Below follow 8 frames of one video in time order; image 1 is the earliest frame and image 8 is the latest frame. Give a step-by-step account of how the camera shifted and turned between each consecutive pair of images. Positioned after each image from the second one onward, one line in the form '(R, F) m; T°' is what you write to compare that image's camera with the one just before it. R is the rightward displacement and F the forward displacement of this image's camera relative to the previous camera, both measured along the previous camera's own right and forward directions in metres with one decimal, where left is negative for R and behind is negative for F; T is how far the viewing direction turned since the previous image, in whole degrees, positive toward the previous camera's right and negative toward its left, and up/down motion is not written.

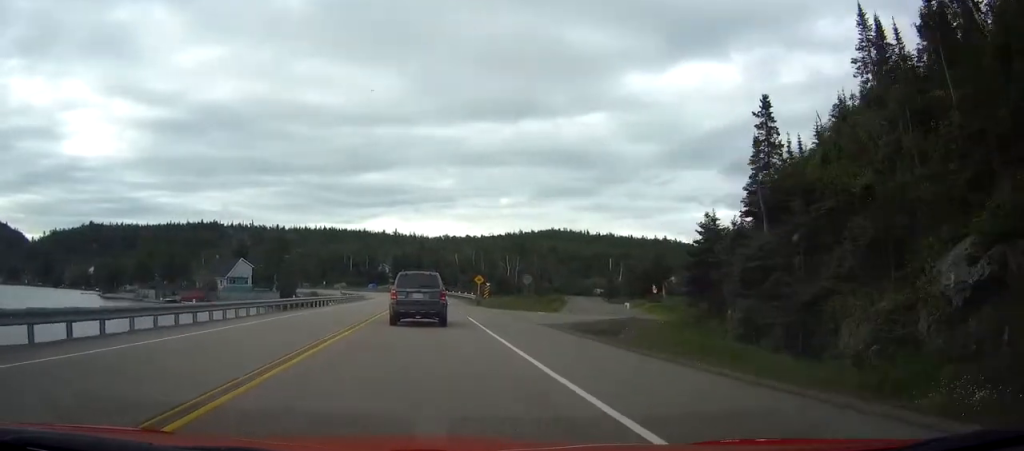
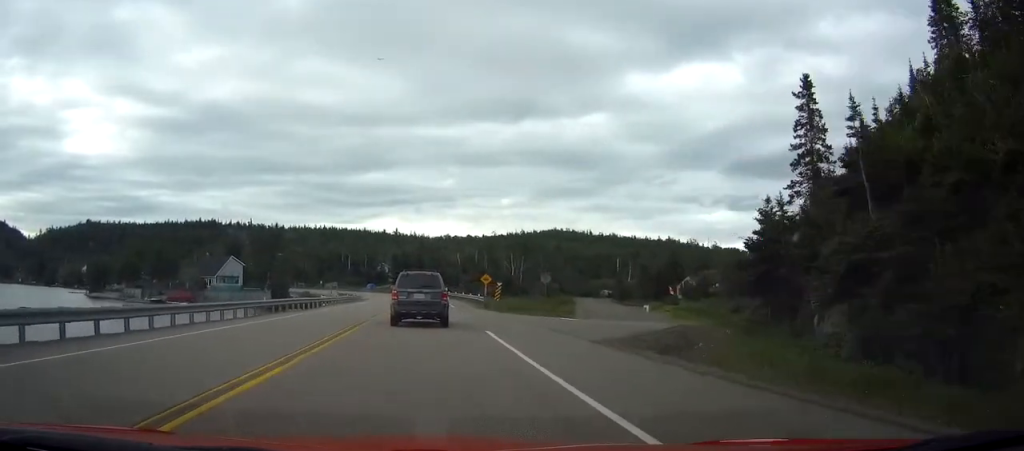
(-0.2, +8.0) m; +1°
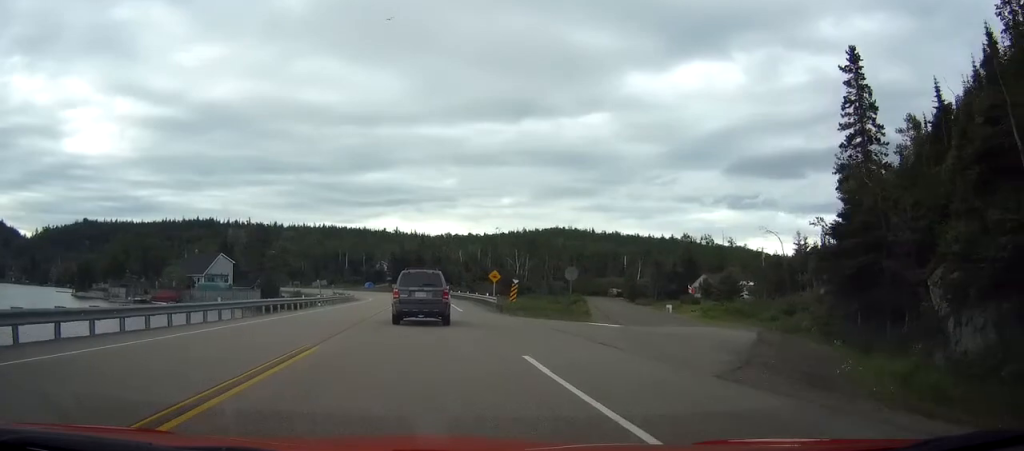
(+0.4, +7.9) m; +1°
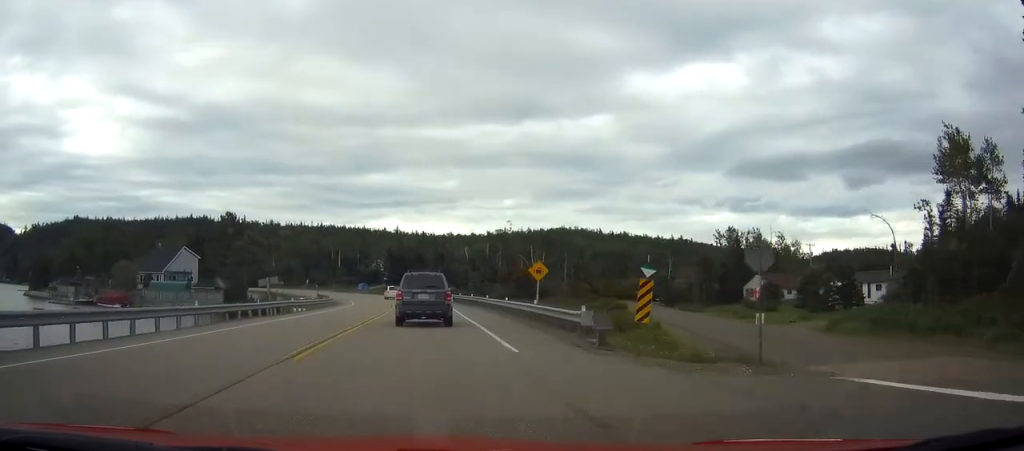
(+0.5, +22.0) m; +1°
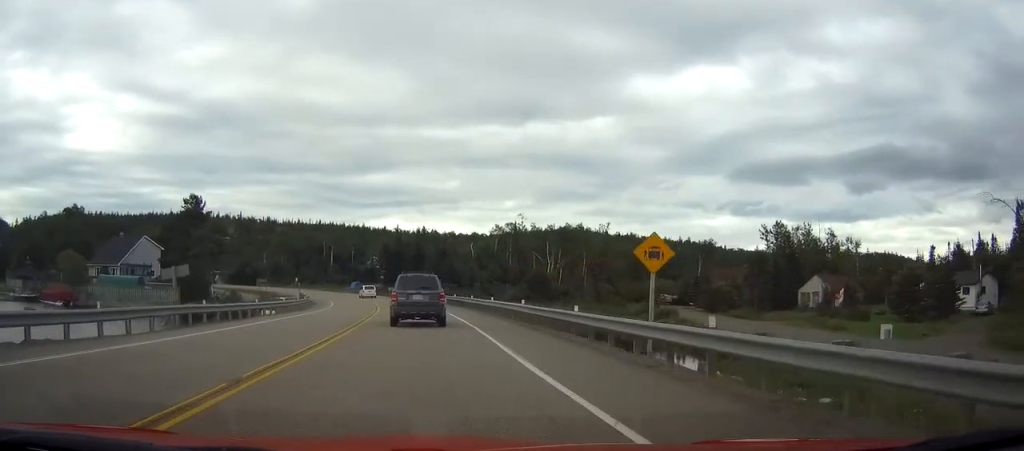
(0.0, +17.5) m; 0°
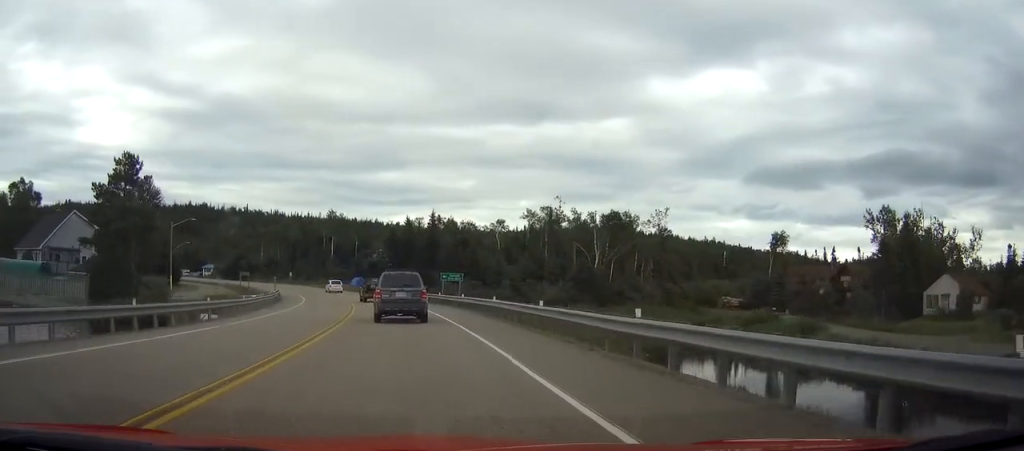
(-0.2, +25.1) m; -2°
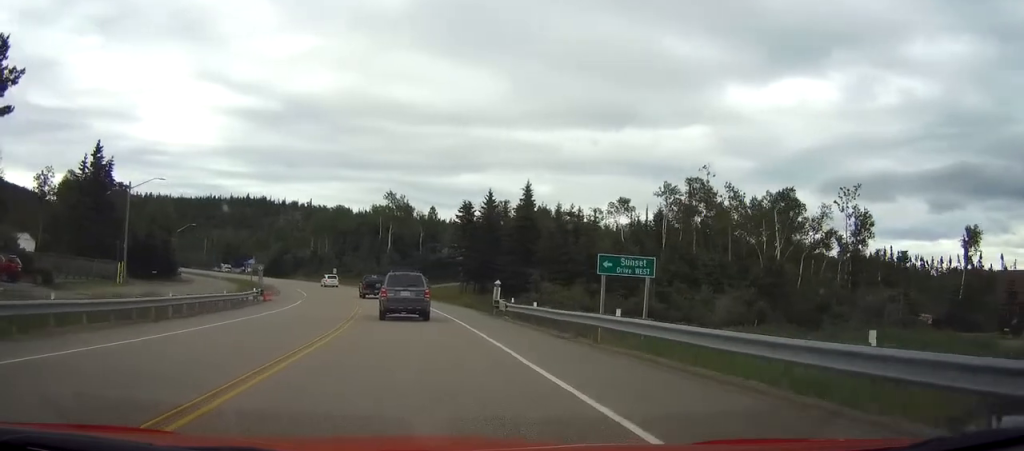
(-2.0, +34.4) m; -7°
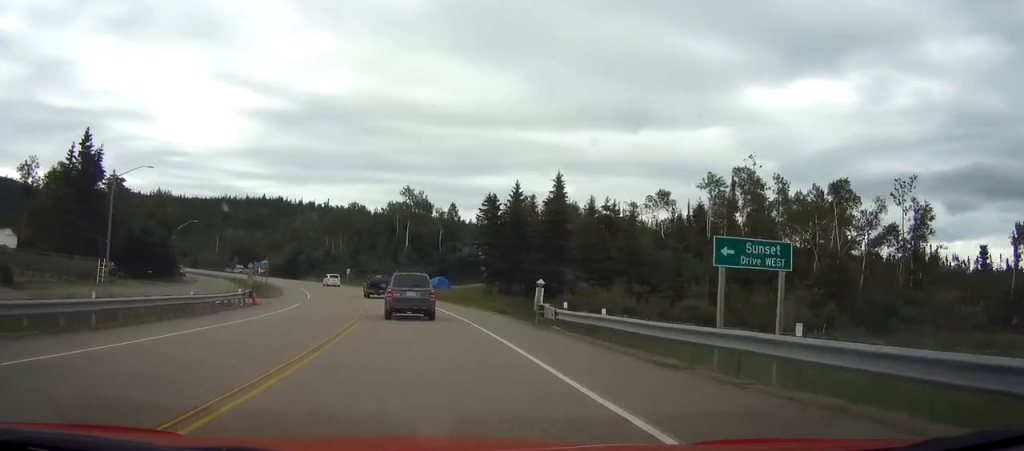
(-0.1, +7.5) m; -1°
